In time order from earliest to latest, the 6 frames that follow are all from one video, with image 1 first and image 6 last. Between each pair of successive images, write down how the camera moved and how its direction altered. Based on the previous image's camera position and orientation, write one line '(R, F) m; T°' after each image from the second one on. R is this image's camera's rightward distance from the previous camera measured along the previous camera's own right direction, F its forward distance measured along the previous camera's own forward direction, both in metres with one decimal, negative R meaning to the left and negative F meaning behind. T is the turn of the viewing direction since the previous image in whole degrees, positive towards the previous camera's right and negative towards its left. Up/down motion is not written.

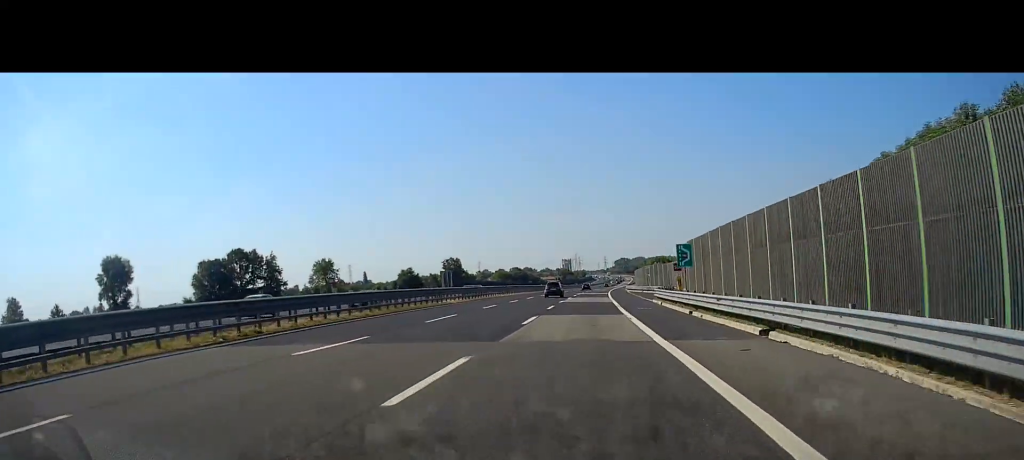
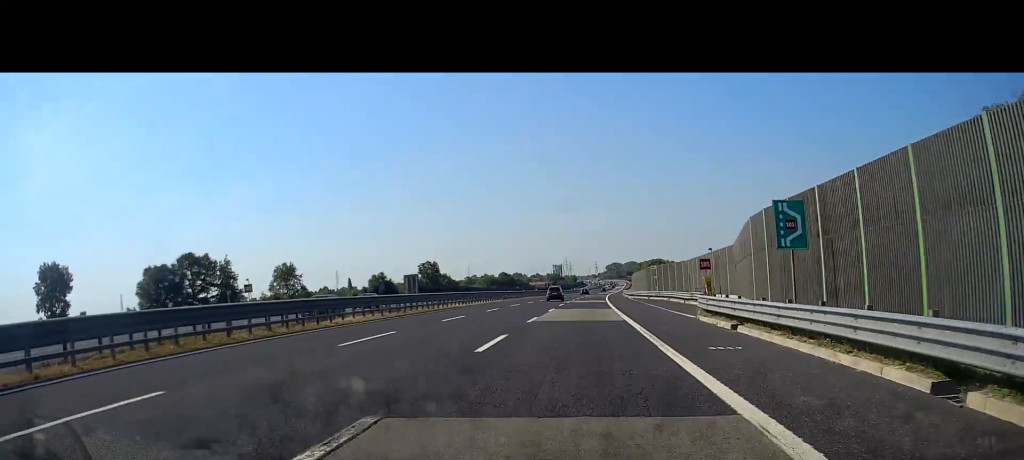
(0.0, +21.0) m; +1°
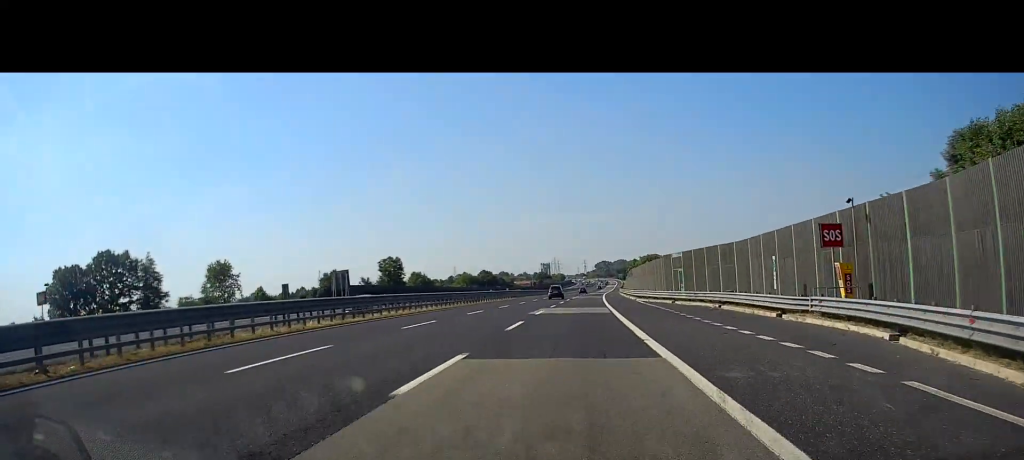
(+0.4, +29.0) m; +1°
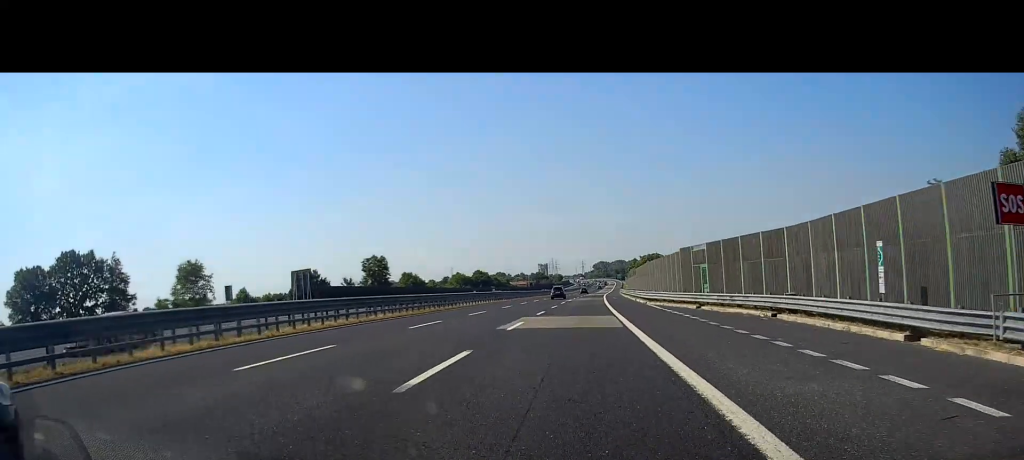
(+0.1, +11.5) m; 0°
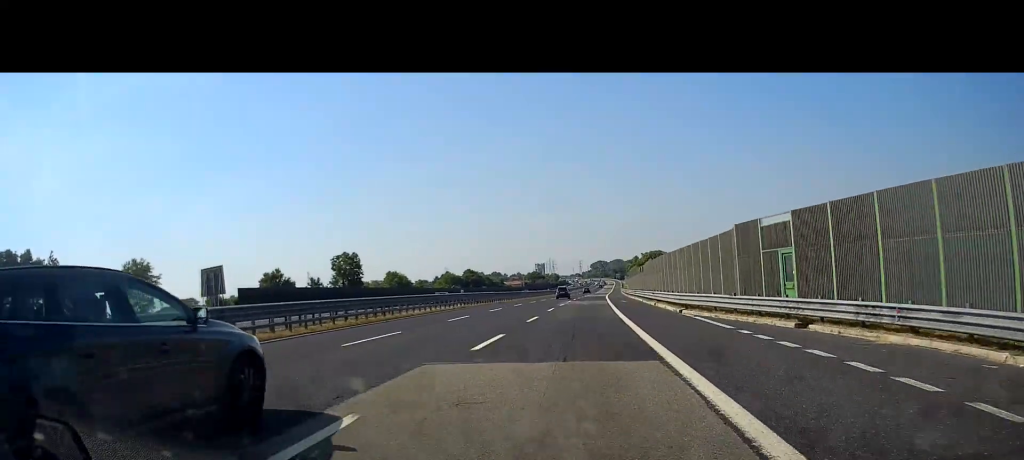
(0.0, +18.7) m; +1°
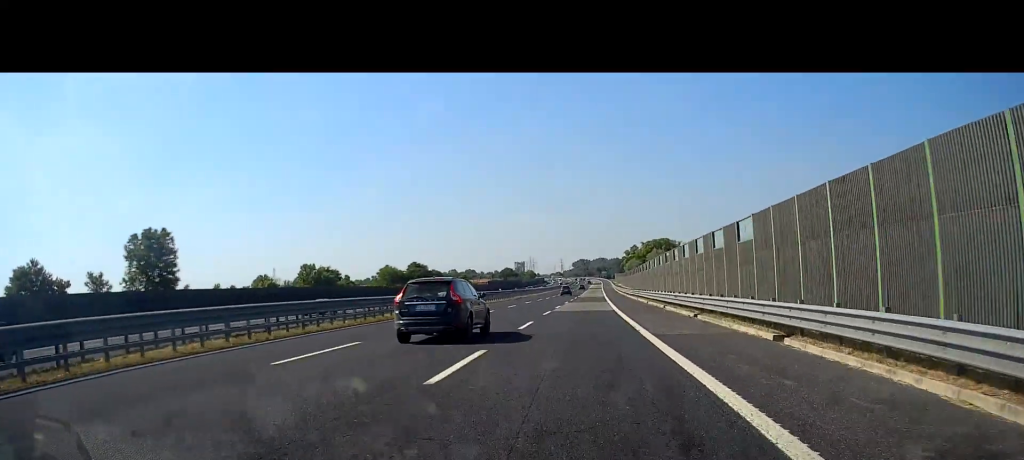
(+0.9, +65.3) m; +2°
